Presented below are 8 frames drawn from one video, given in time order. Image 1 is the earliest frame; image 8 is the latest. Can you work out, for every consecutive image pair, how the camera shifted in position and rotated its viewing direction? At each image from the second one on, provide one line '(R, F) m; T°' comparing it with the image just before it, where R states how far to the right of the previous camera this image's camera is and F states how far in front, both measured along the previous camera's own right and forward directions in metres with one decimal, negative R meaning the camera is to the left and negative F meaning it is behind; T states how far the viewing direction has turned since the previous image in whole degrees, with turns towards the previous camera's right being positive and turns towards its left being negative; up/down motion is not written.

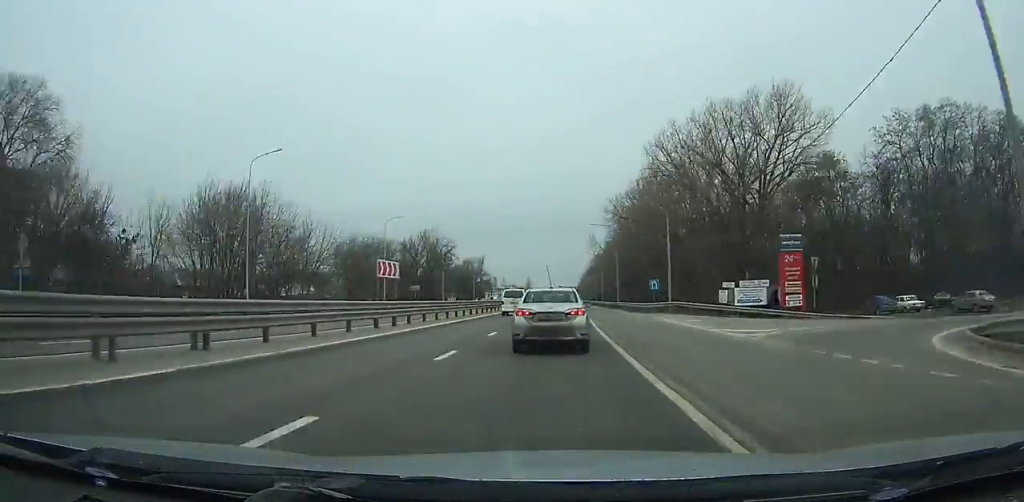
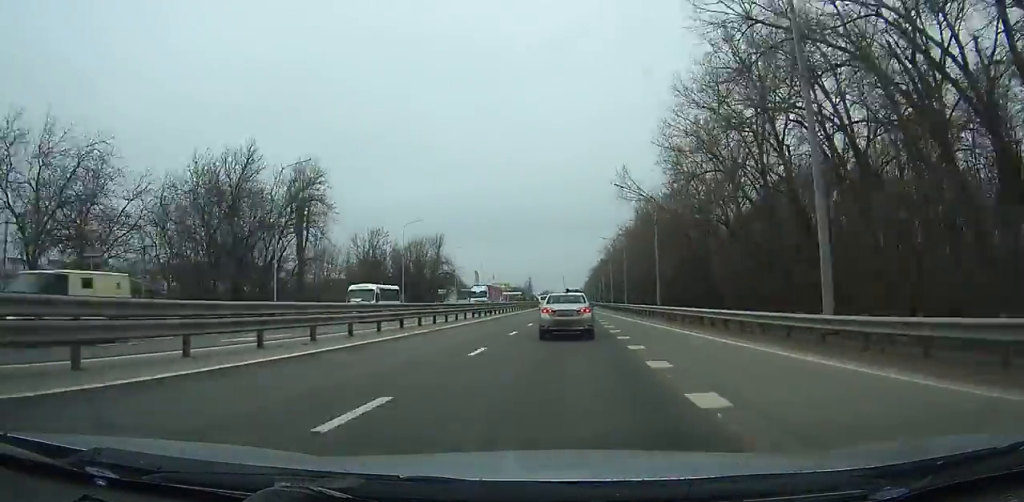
(-0.3, +64.9) m; 0°
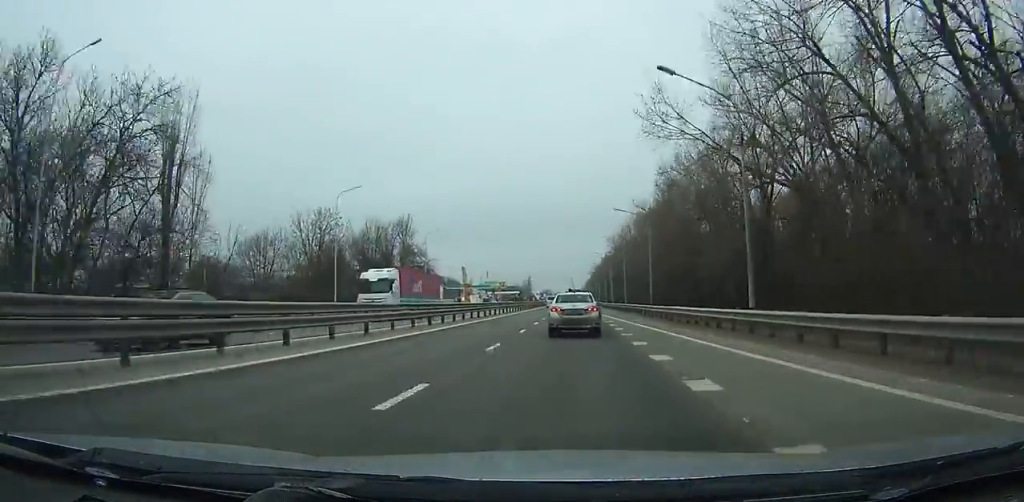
(0.0, +23.1) m; 0°
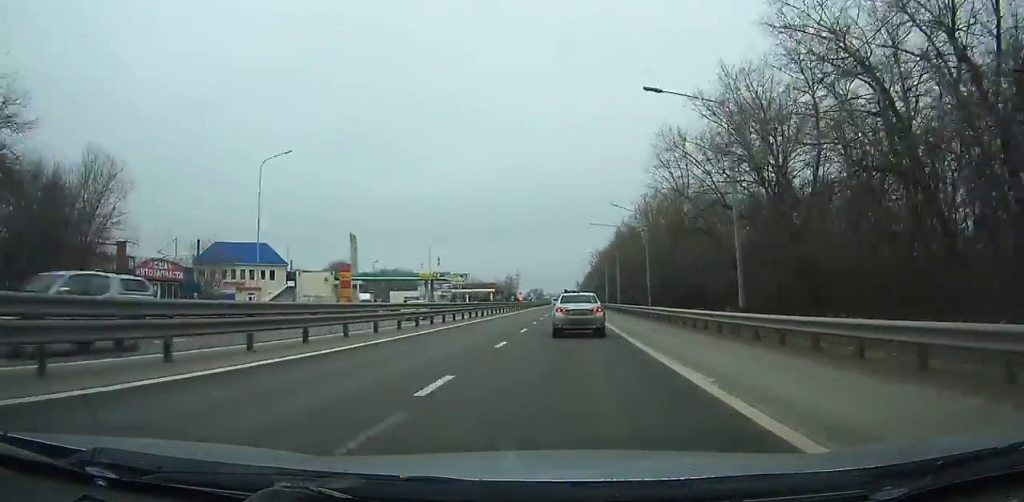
(-0.1, +79.7) m; 0°
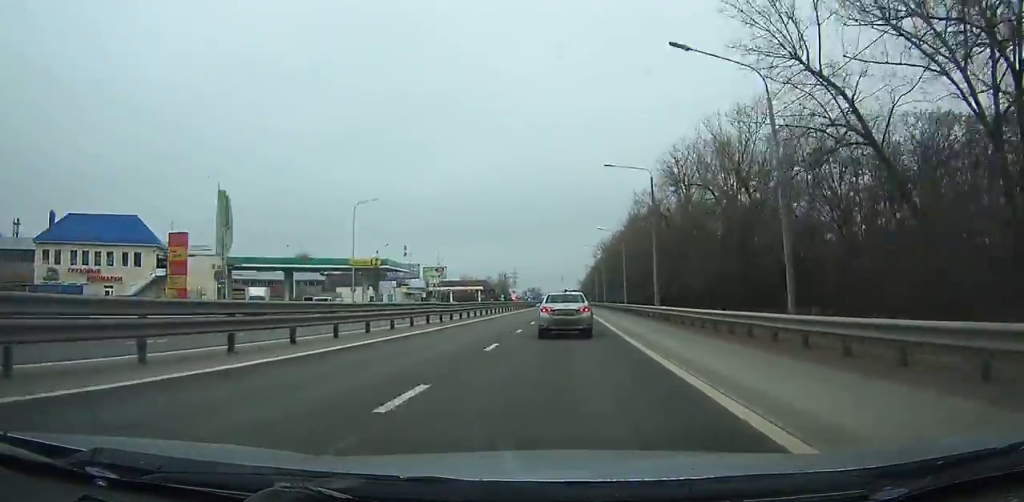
(0.0, +33.5) m; 0°
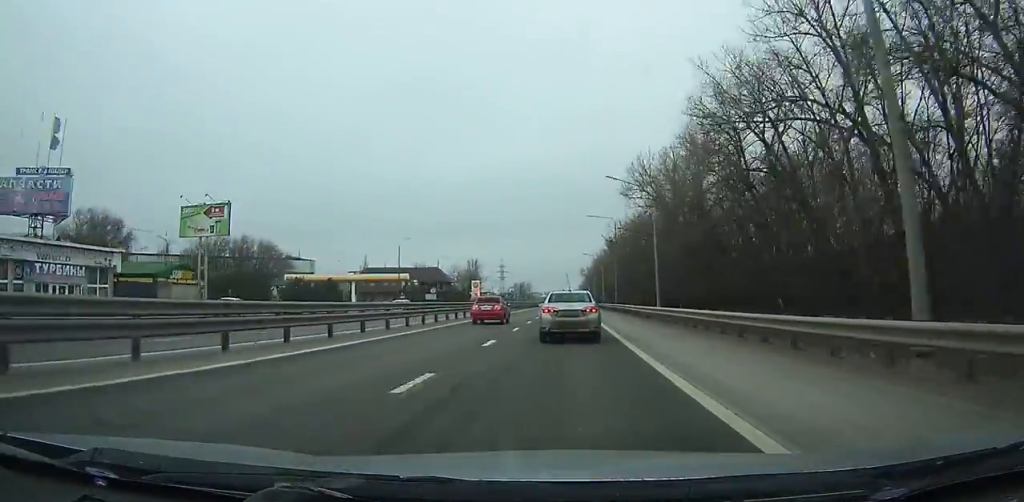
(+0.4, +97.0) m; 0°
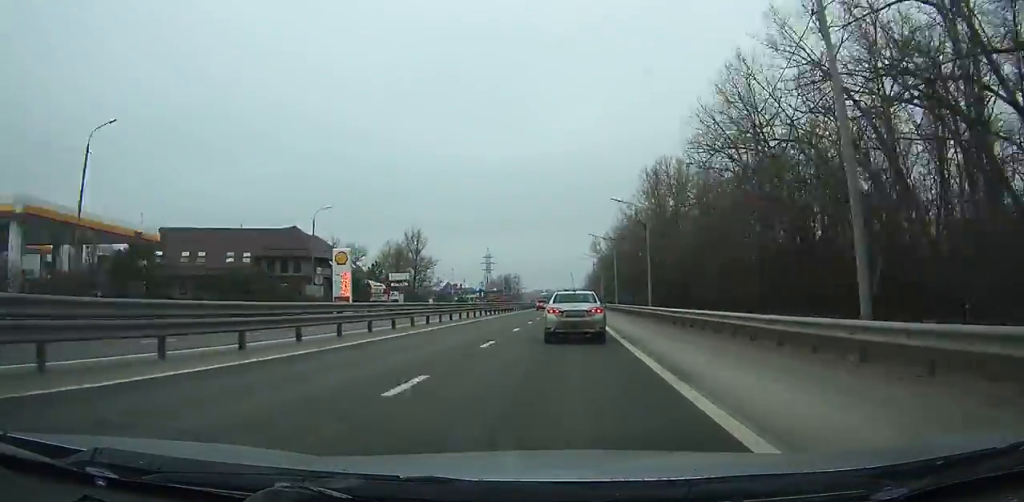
(-0.1, +90.5) m; 0°
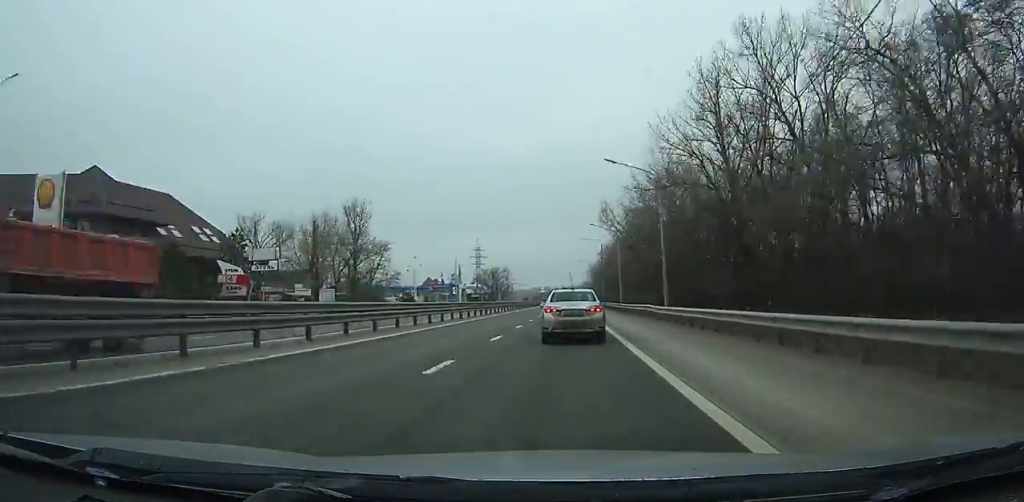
(-0.1, +37.8) m; 0°
